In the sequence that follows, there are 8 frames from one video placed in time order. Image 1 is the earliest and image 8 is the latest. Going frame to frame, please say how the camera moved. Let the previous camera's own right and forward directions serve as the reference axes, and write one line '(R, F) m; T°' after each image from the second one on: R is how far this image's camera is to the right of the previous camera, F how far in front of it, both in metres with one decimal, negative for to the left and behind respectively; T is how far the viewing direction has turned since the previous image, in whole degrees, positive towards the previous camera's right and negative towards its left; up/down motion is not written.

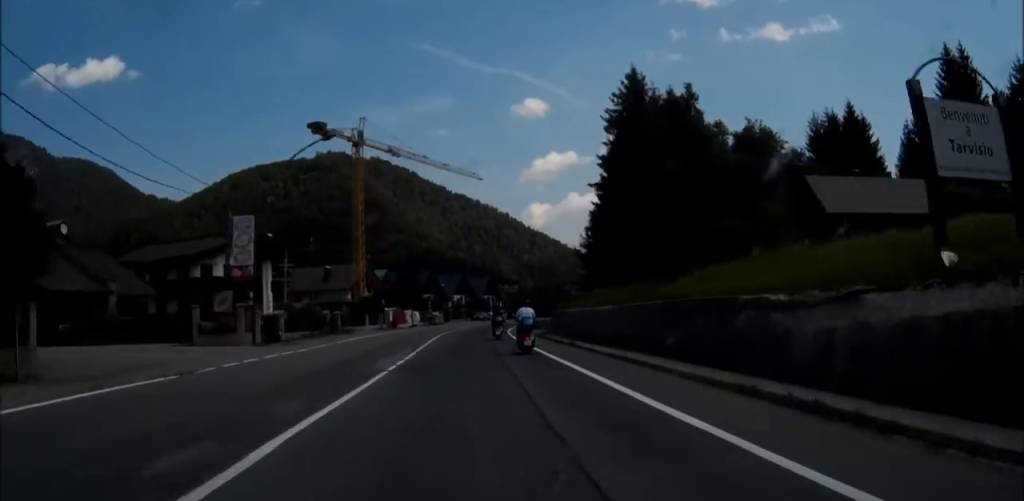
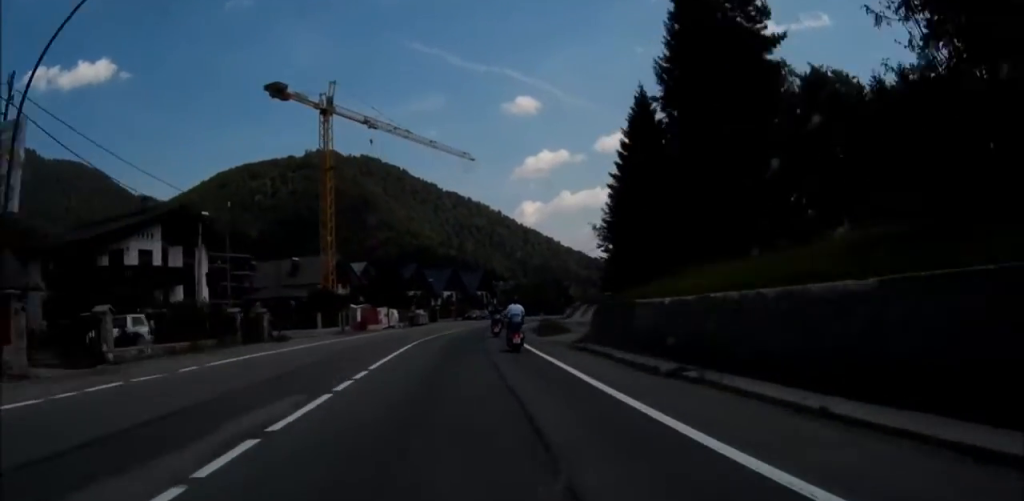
(-0.4, +17.8) m; -1°
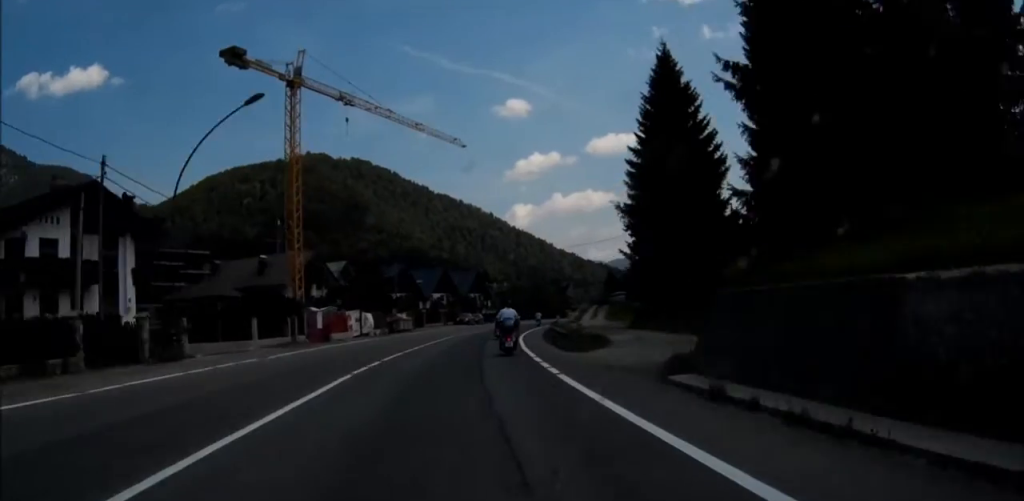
(-0.1, +13.3) m; 0°
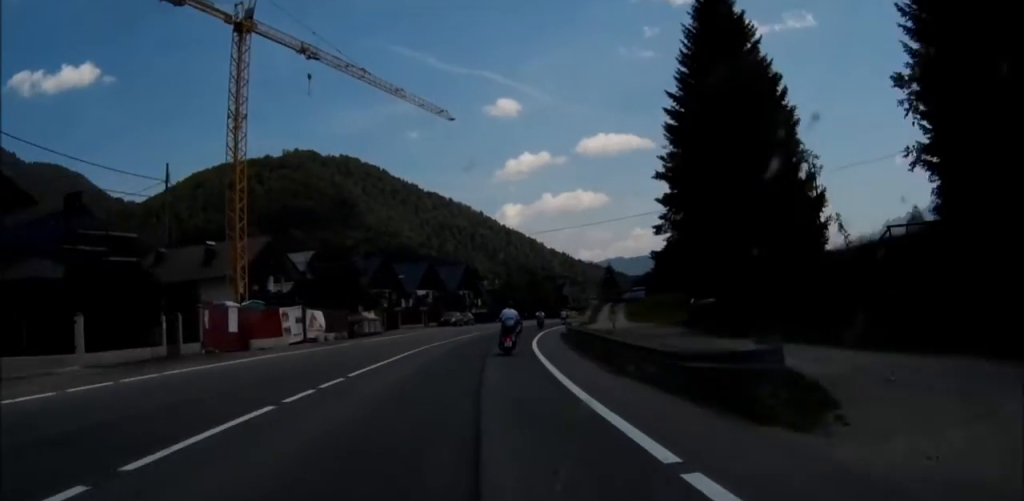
(-0.2, +16.3) m; +1°
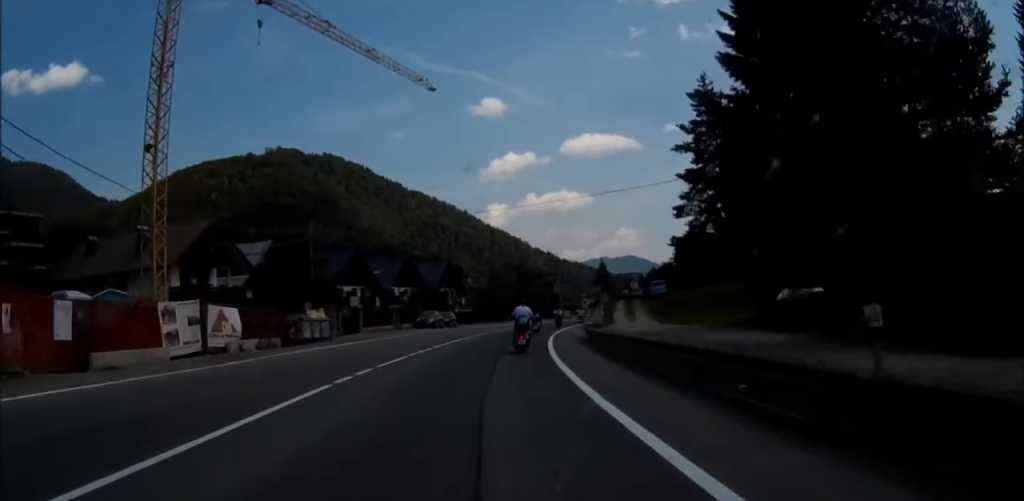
(+0.1, +13.1) m; +1°
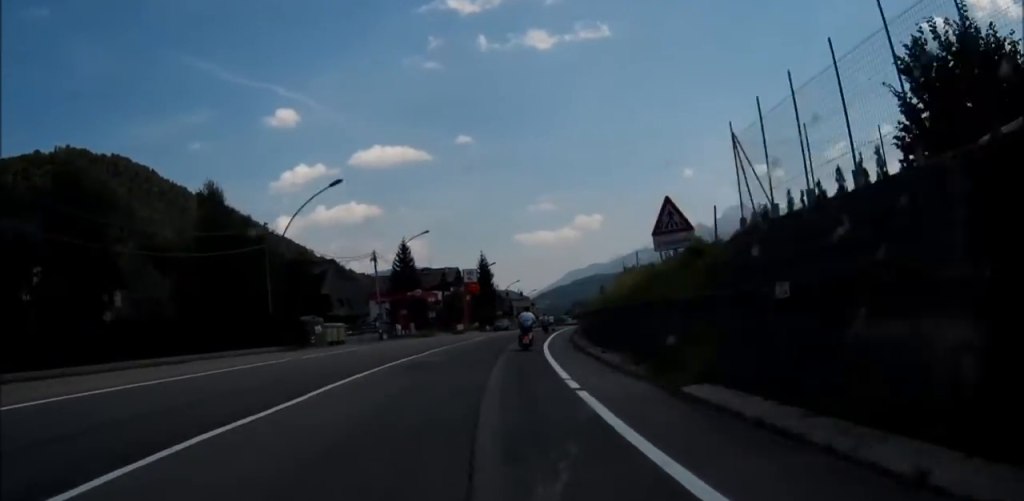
(+9.1, +79.5) m; +14°
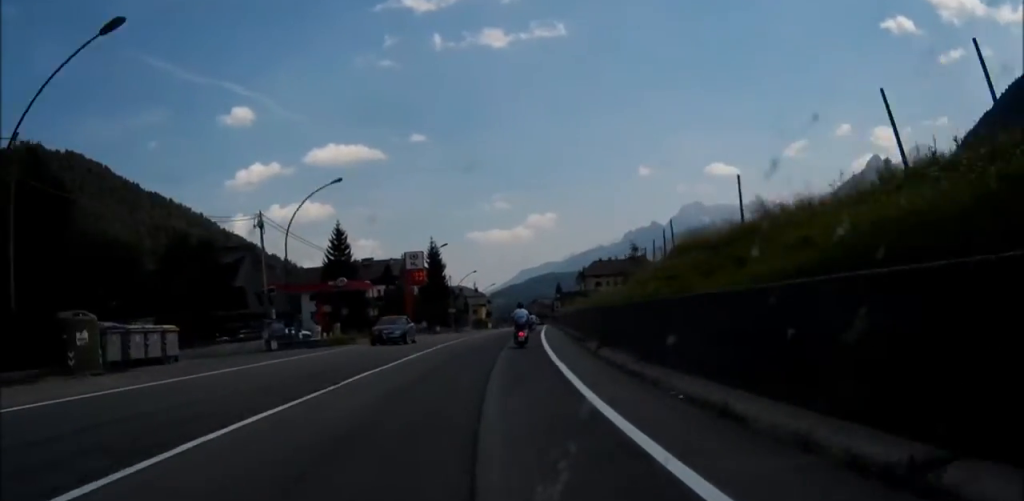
(+0.9, +20.9) m; +3°
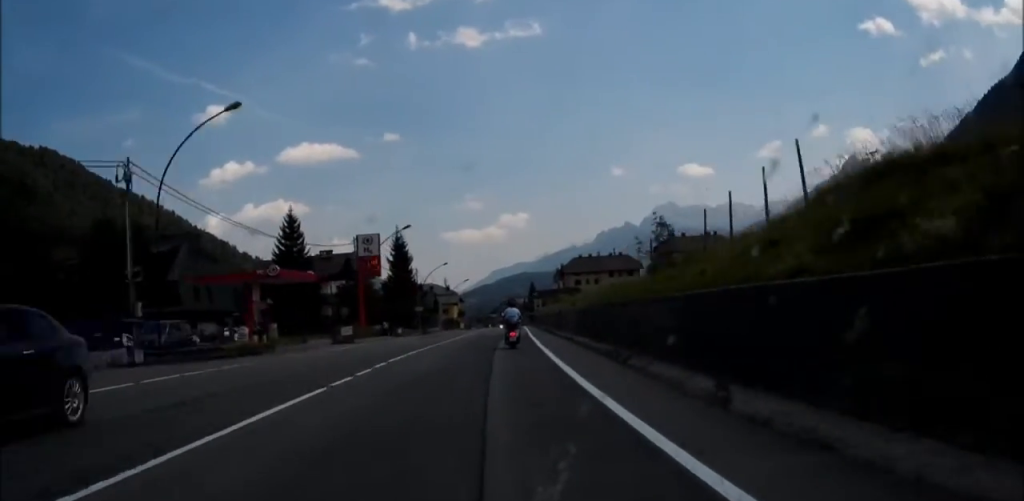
(+0.1, +12.9) m; +2°
